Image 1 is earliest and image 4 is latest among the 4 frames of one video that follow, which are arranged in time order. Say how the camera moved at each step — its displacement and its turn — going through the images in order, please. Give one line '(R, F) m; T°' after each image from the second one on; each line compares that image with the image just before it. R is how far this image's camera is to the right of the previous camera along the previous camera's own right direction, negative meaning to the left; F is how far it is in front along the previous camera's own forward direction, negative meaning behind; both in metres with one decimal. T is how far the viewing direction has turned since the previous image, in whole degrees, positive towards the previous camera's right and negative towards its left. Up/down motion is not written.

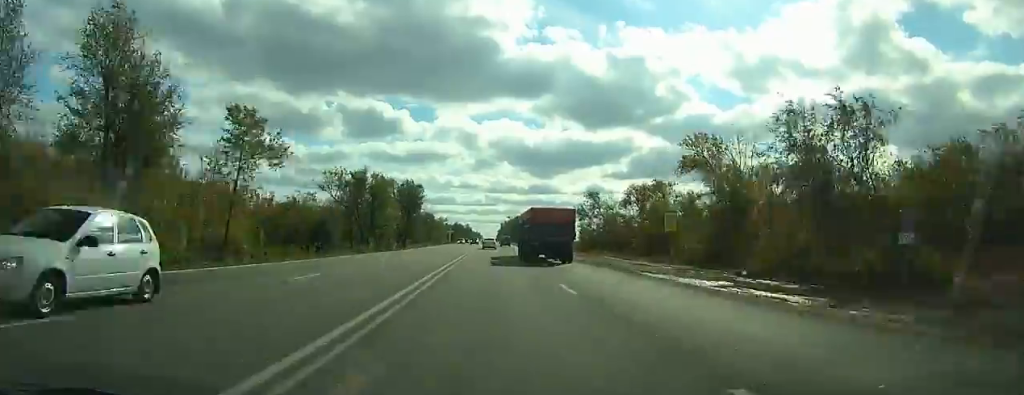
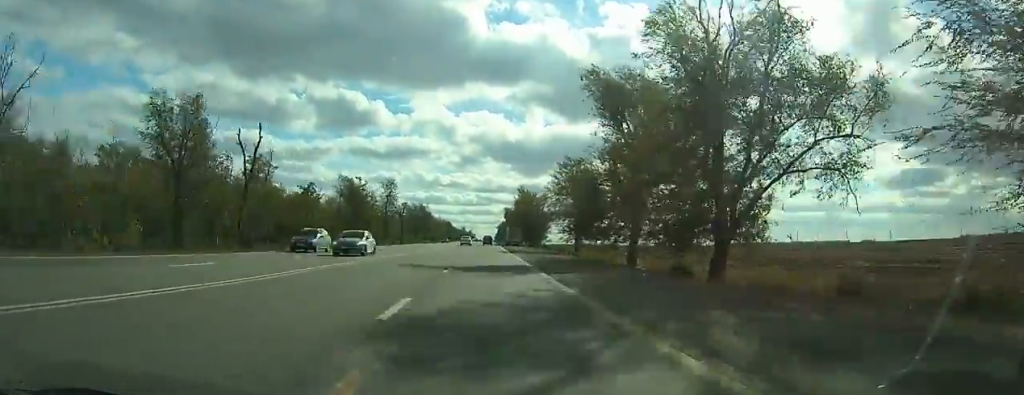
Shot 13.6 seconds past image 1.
(+1.3, +332.7) m; 0°
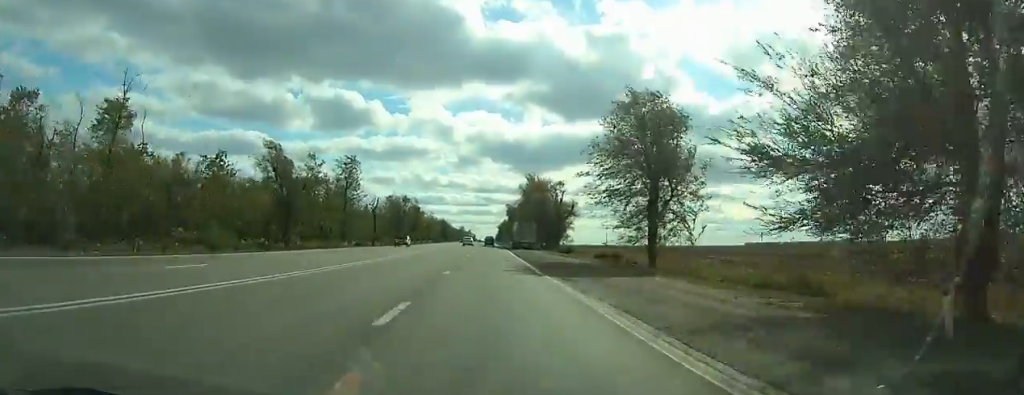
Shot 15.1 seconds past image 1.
(-0.1, +36.7) m; 0°
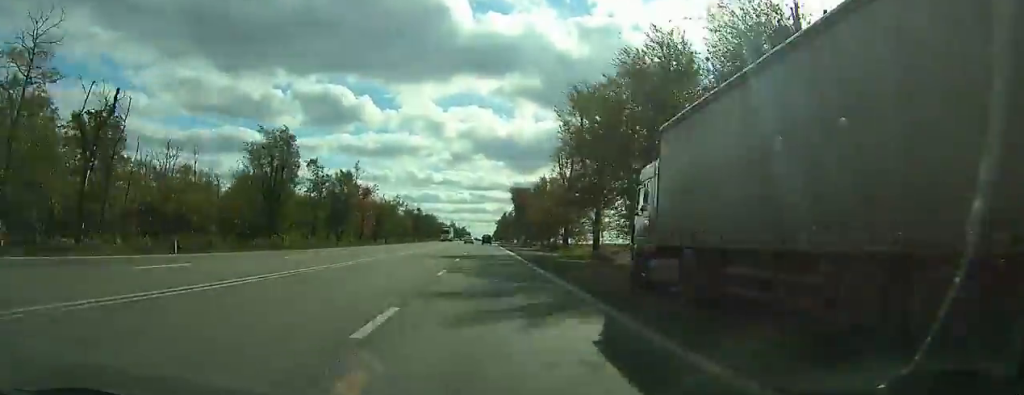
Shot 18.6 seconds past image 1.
(-0.1, +84.9) m; 0°
